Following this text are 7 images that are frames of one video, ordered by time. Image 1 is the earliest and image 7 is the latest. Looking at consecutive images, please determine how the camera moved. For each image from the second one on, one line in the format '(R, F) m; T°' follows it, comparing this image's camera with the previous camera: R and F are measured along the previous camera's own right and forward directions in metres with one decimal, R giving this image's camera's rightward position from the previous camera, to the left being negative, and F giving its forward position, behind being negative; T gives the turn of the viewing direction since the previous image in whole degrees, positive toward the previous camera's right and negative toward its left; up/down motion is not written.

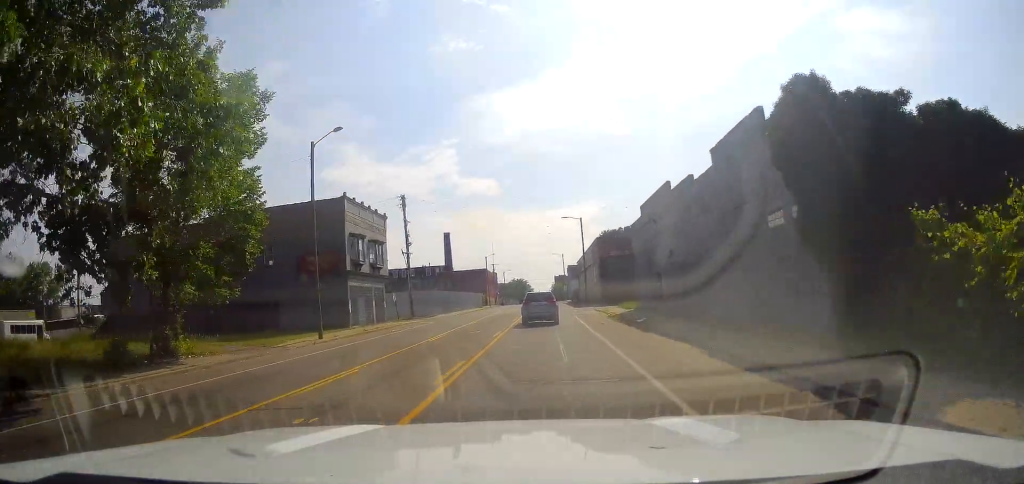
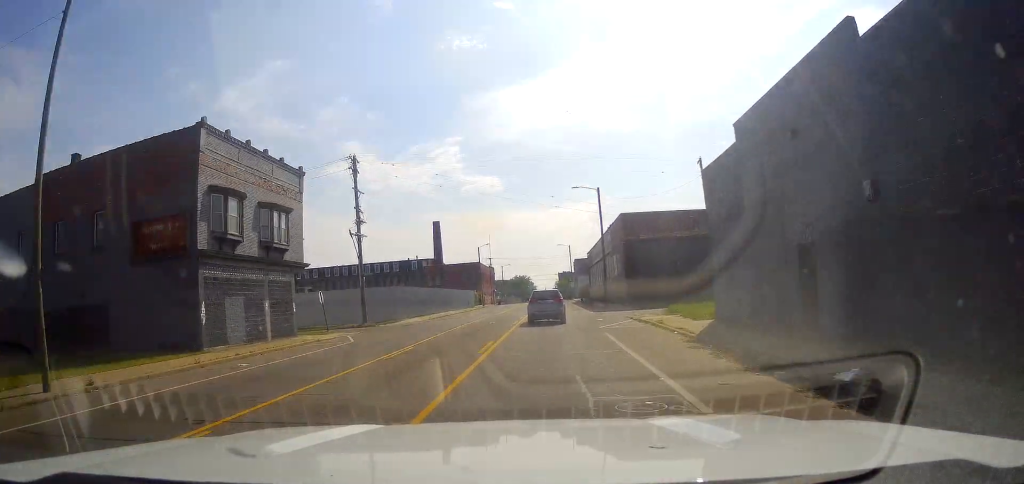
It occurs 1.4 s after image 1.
(+0.2, +19.5) m; 0°
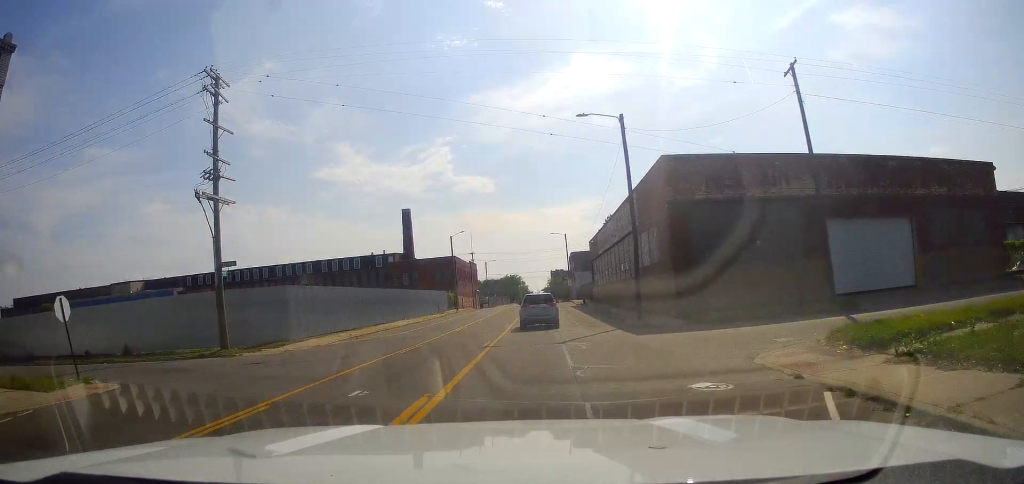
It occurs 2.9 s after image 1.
(+0.3, +22.1) m; +2°
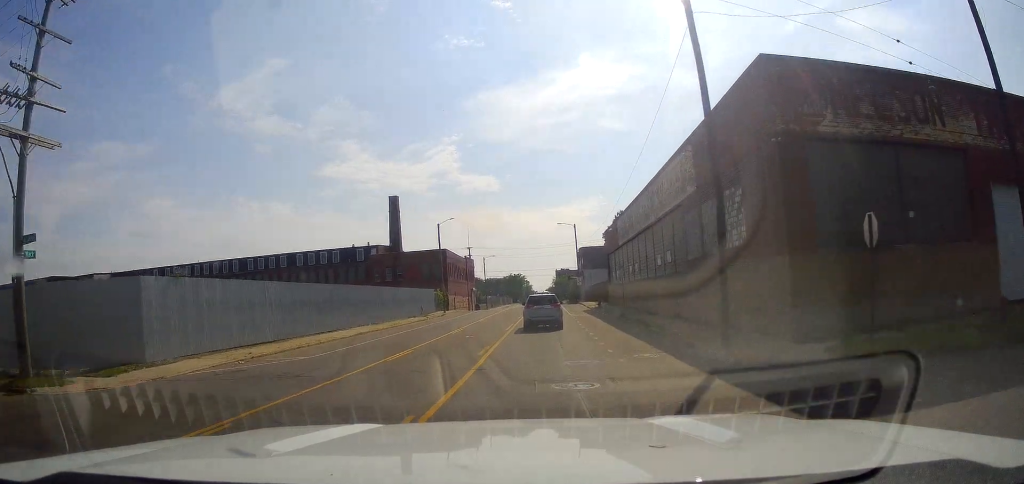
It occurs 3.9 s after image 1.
(-0.2, +14.1) m; -2°
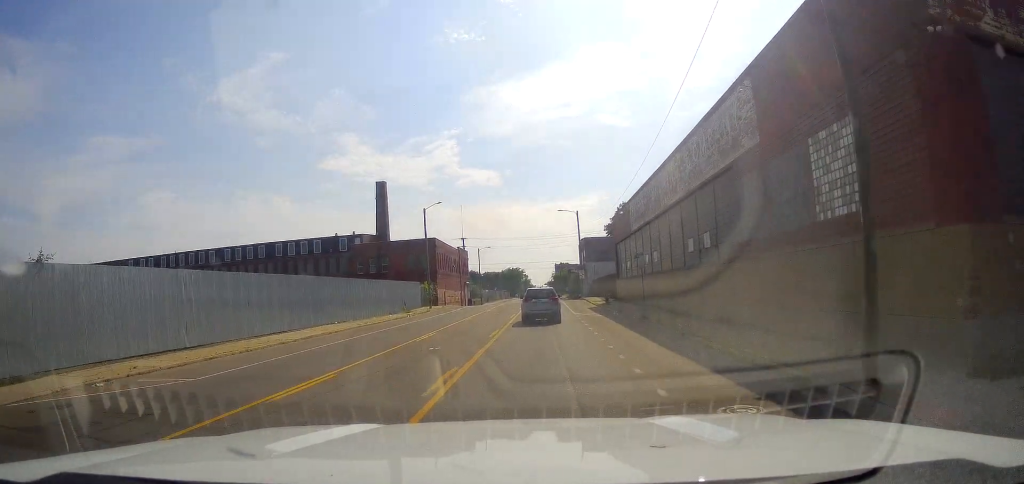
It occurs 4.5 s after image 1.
(-0.1, +7.9) m; 0°
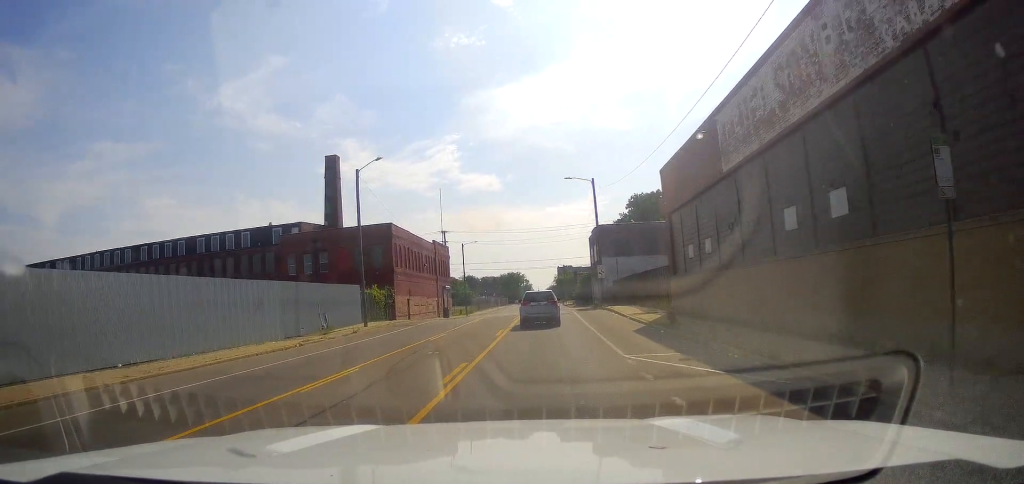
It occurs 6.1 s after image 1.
(+0.9, +22.7) m; +4°
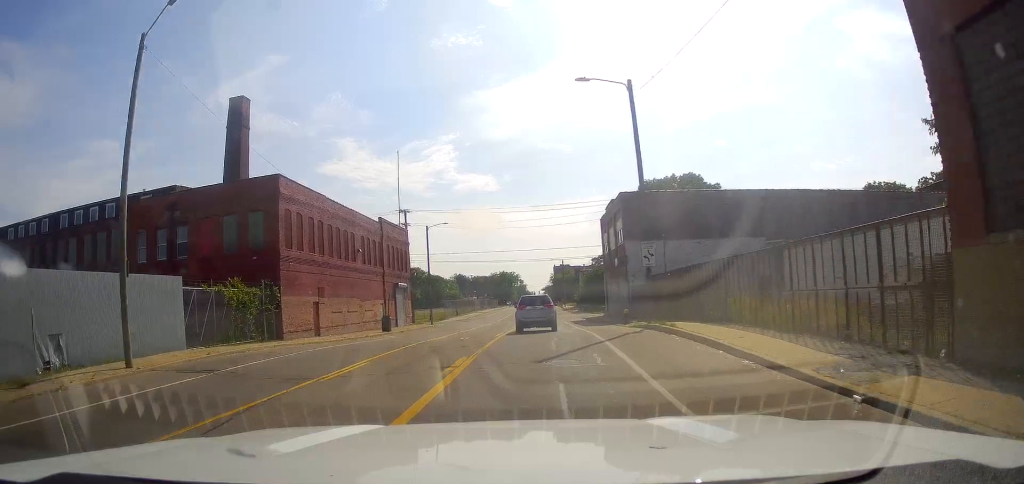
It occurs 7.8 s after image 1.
(-0.5, +23.5) m; -2°
